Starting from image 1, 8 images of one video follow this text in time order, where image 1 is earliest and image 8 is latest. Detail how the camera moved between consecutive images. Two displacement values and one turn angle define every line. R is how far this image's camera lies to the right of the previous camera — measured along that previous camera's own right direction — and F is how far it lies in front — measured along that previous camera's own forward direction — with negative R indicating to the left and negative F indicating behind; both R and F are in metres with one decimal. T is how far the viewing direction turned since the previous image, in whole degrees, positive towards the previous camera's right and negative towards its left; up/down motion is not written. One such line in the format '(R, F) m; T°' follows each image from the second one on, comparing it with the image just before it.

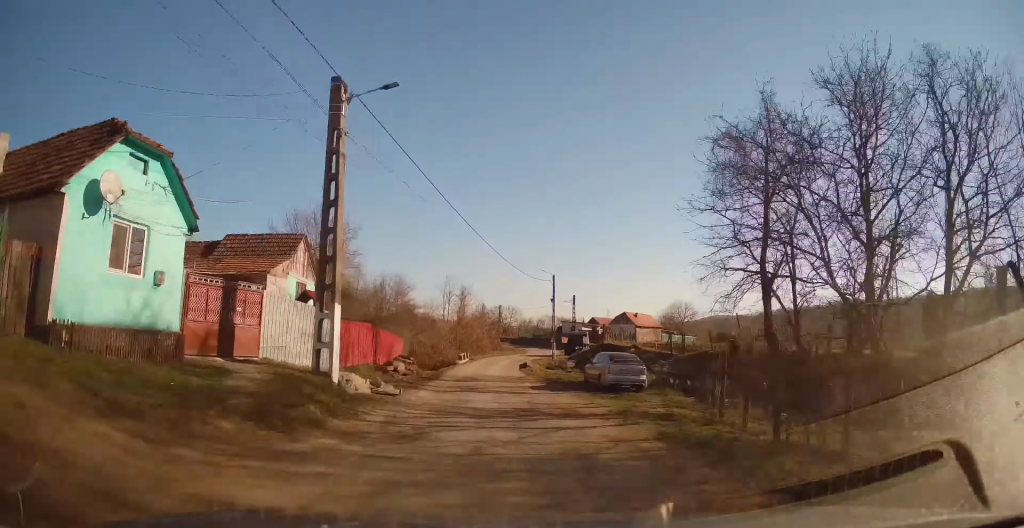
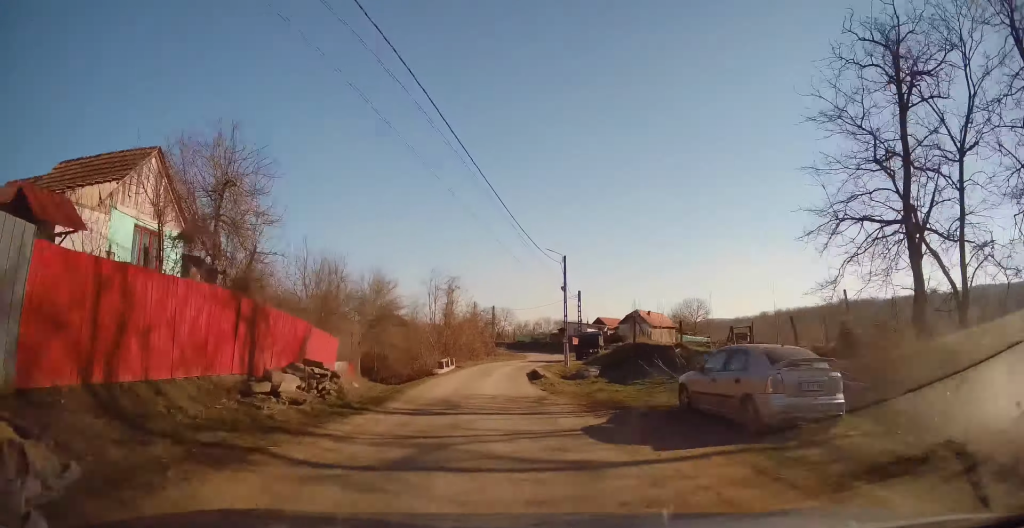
(+0.1, +11.7) m; -1°
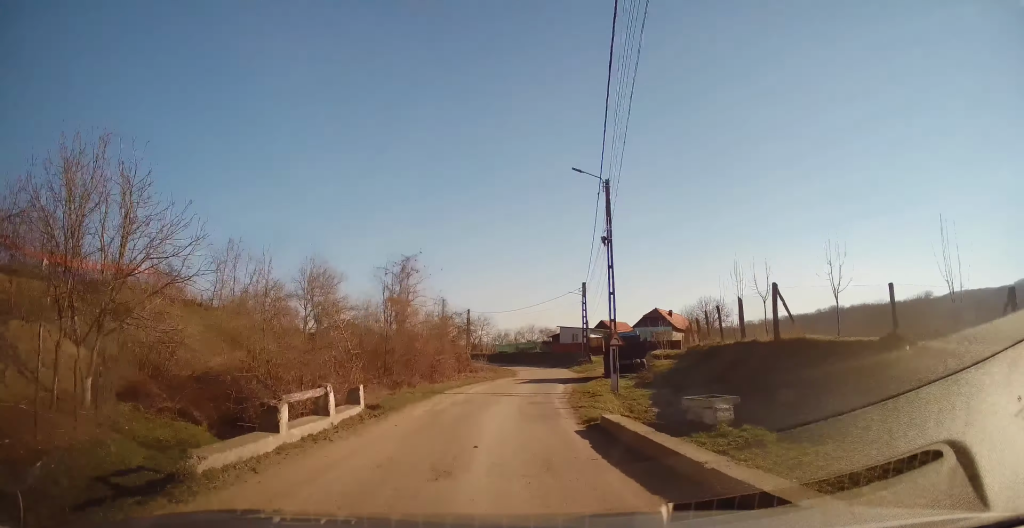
(-0.1, +20.1) m; +3°
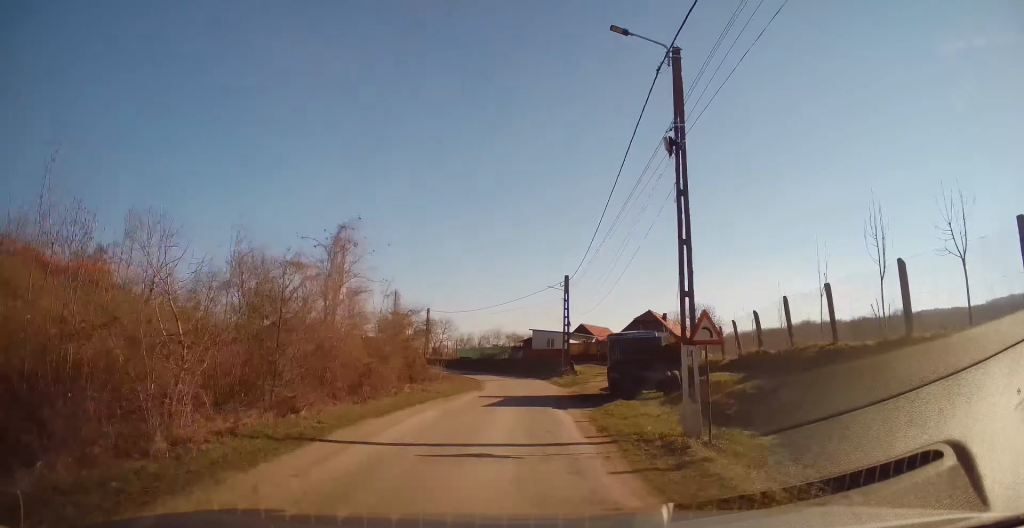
(+0.4, +10.7) m; +4°
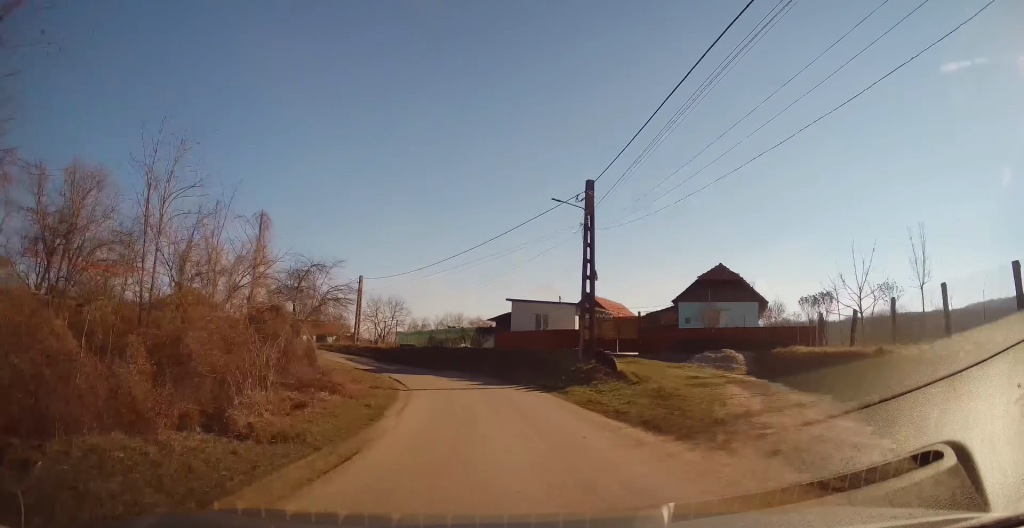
(+1.4, +24.2) m; +2°
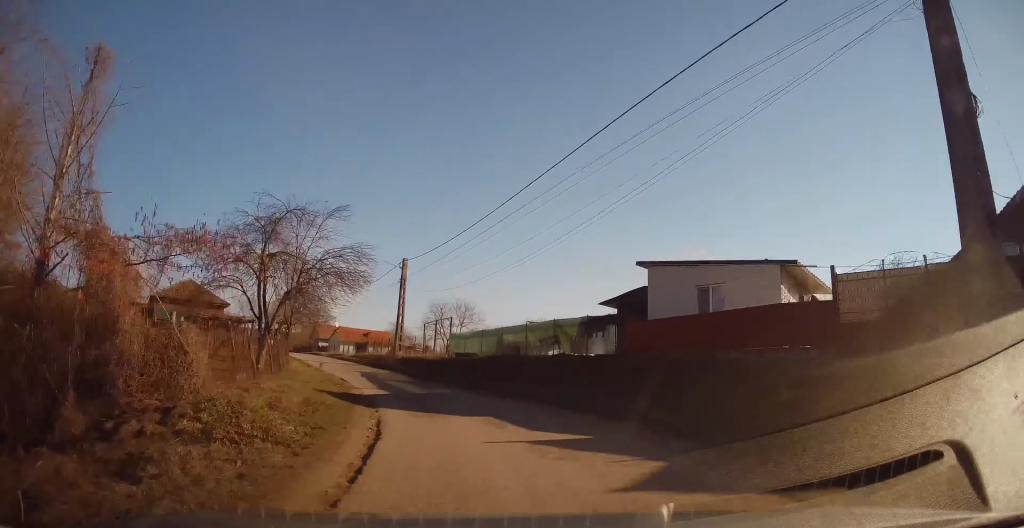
(-0.6, +16.8) m; -8°
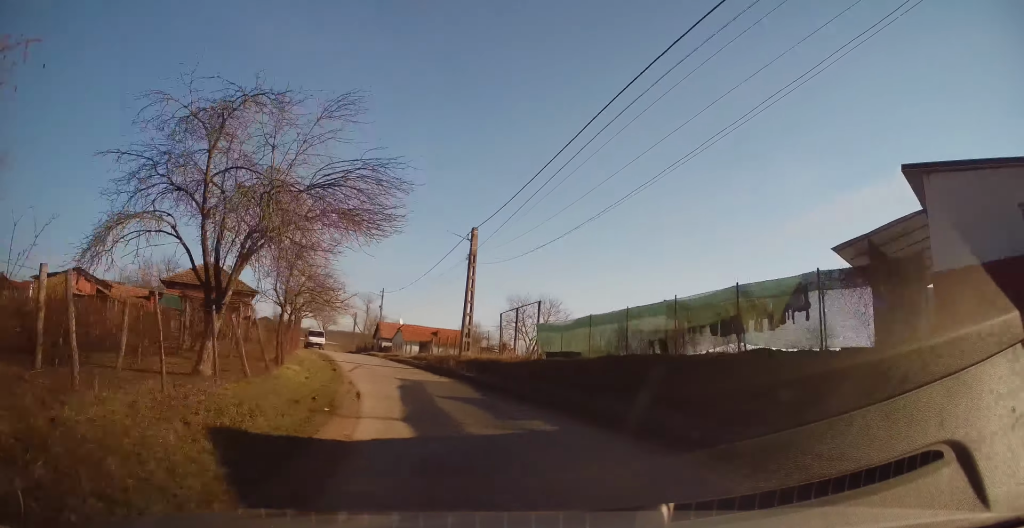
(-0.6, +10.4) m; -7°
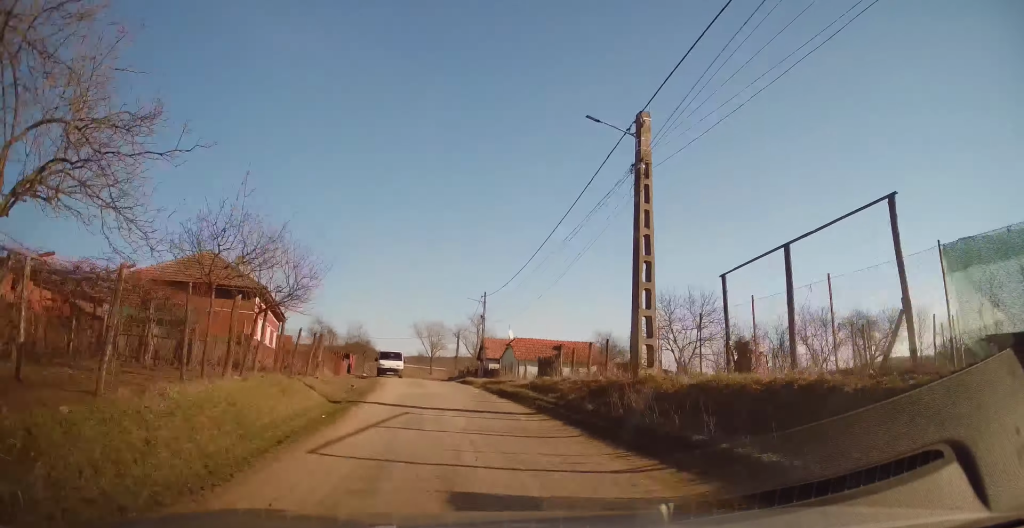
(-1.8, +16.6) m; -11°
